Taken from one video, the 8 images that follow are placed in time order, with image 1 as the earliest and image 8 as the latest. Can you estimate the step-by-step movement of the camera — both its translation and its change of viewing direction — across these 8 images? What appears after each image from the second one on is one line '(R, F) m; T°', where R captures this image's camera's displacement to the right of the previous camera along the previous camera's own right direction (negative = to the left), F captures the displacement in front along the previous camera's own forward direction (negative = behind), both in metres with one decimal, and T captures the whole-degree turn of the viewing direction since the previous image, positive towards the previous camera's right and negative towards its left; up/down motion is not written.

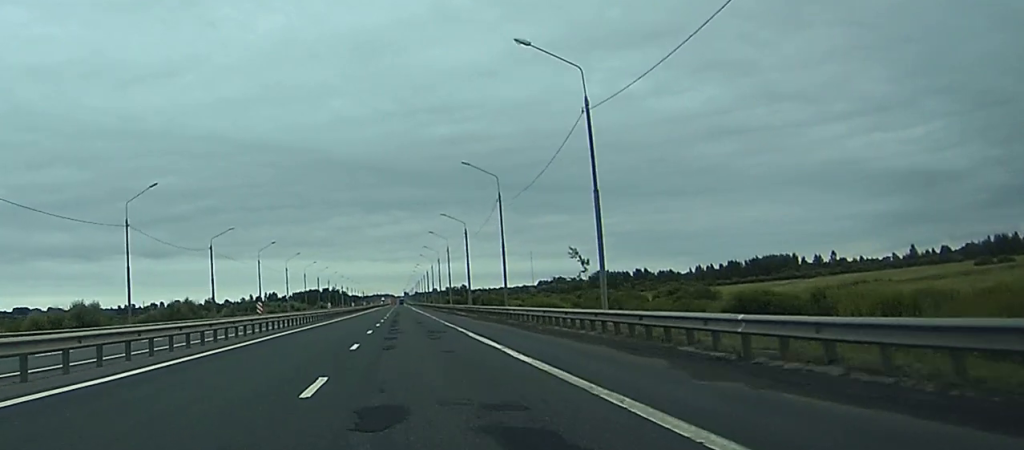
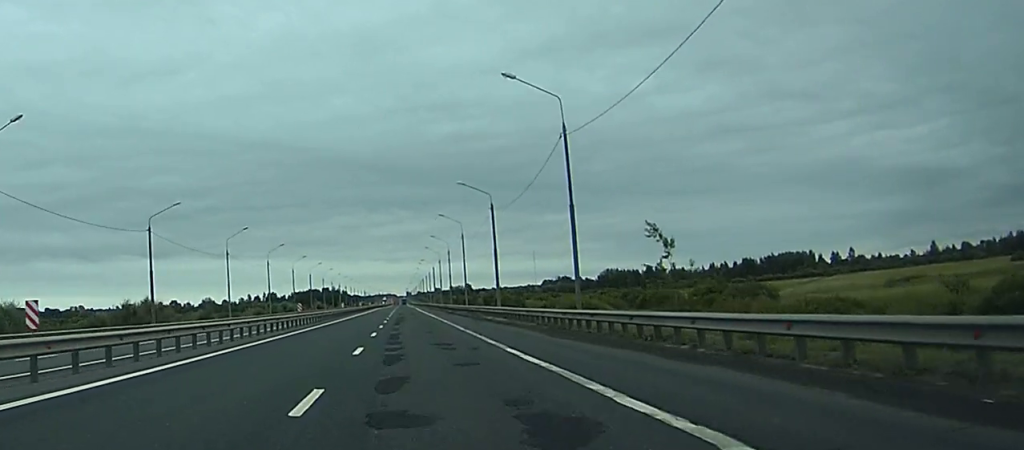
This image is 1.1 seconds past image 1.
(+0.1, +25.1) m; 0°
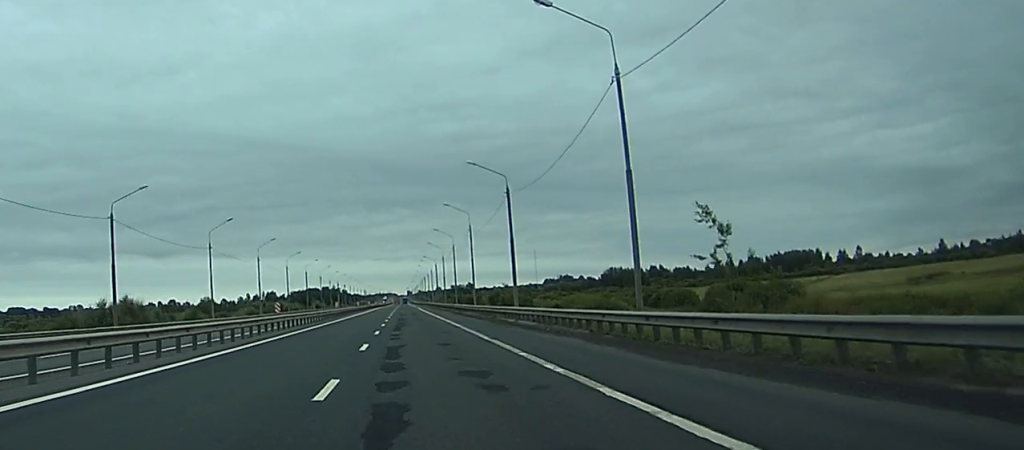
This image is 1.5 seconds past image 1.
(0.0, +10.0) m; 0°
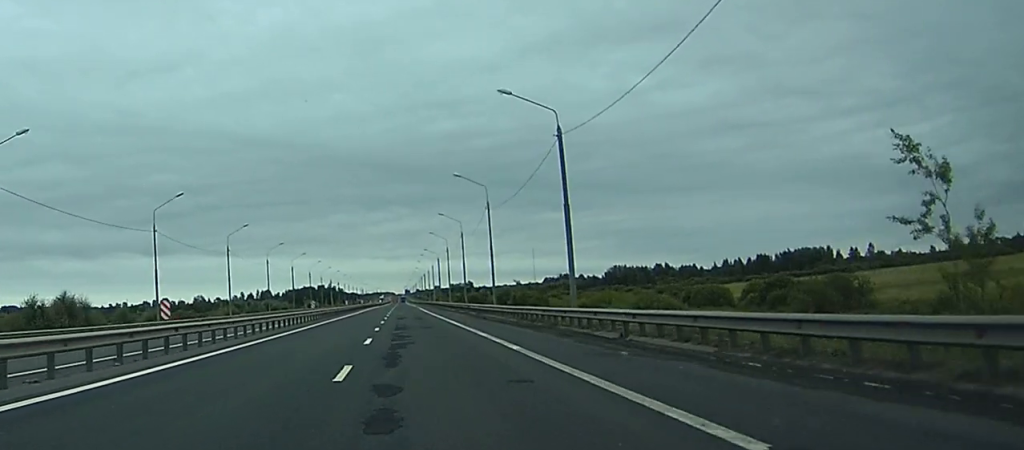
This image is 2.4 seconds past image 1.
(-0.1, +21.0) m; 0°
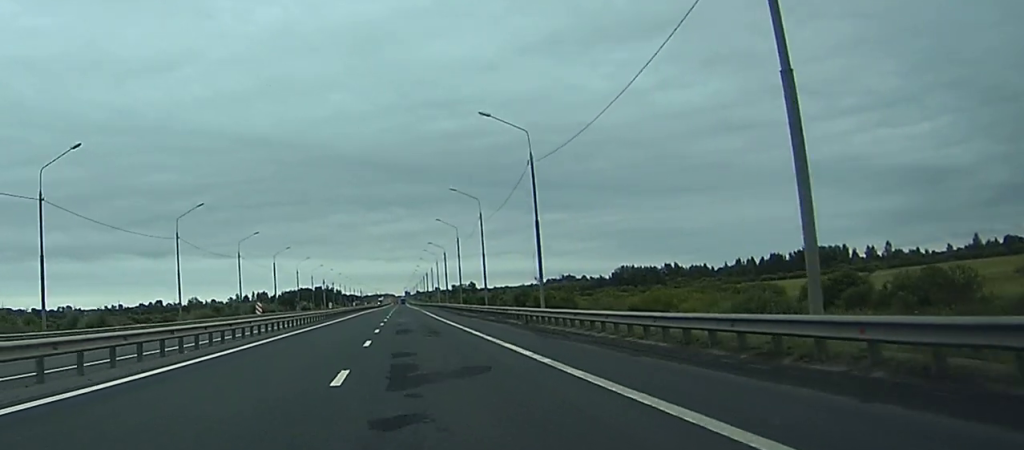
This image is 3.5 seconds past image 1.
(0.0, +24.6) m; +1°
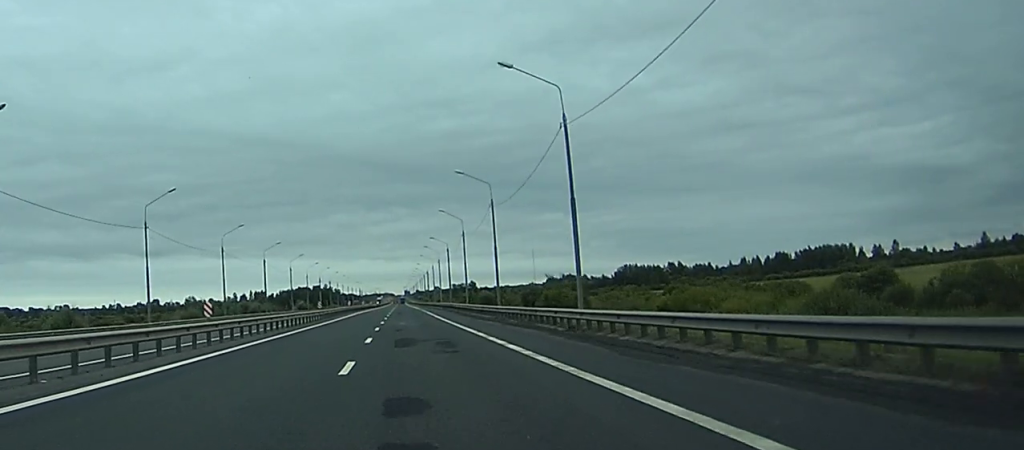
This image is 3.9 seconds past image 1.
(0.0, +10.4) m; 0°
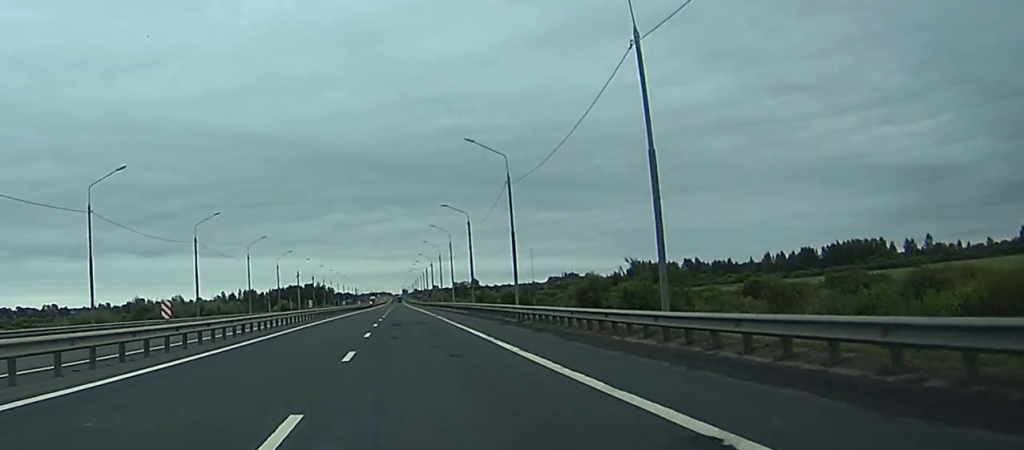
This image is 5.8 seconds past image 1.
(+0.2, +45.8) m; -1°
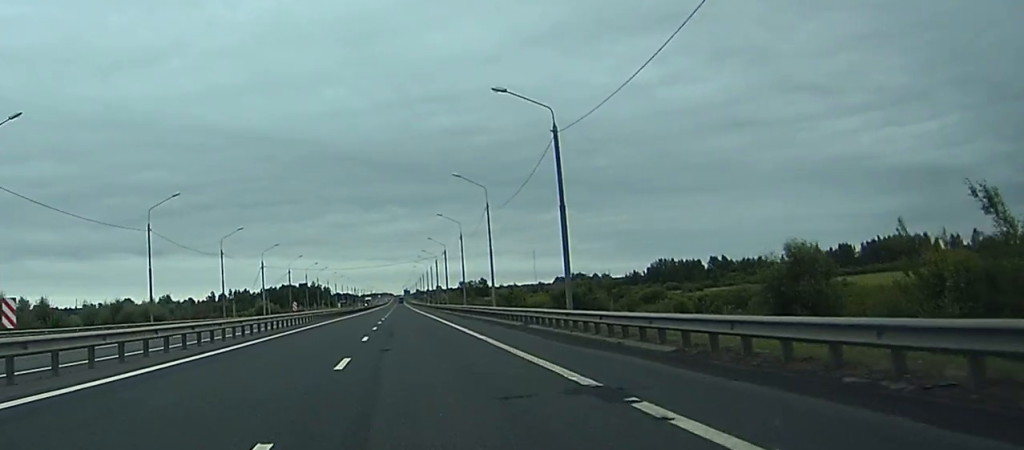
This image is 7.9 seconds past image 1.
(+0.2, +51.2) m; +1°
